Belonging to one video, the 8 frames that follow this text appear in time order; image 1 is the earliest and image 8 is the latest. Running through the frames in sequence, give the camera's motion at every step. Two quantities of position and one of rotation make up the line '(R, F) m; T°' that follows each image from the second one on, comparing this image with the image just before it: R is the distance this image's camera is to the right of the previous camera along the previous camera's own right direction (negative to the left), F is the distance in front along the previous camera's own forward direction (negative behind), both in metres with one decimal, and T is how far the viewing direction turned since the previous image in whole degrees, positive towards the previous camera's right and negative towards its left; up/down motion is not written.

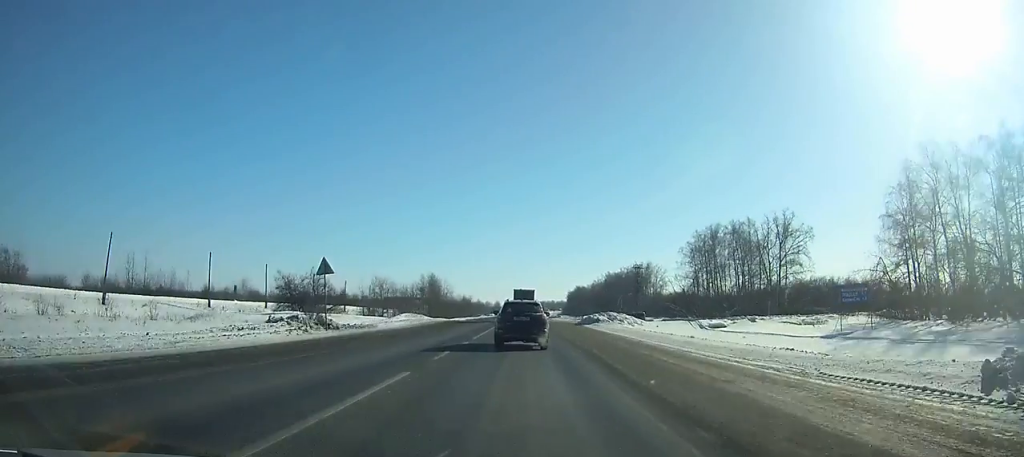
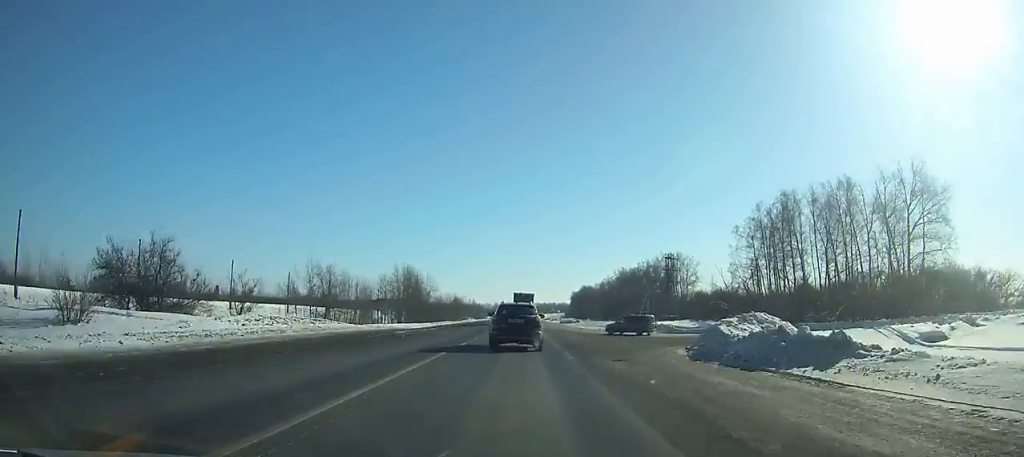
(0.0, +40.2) m; 0°
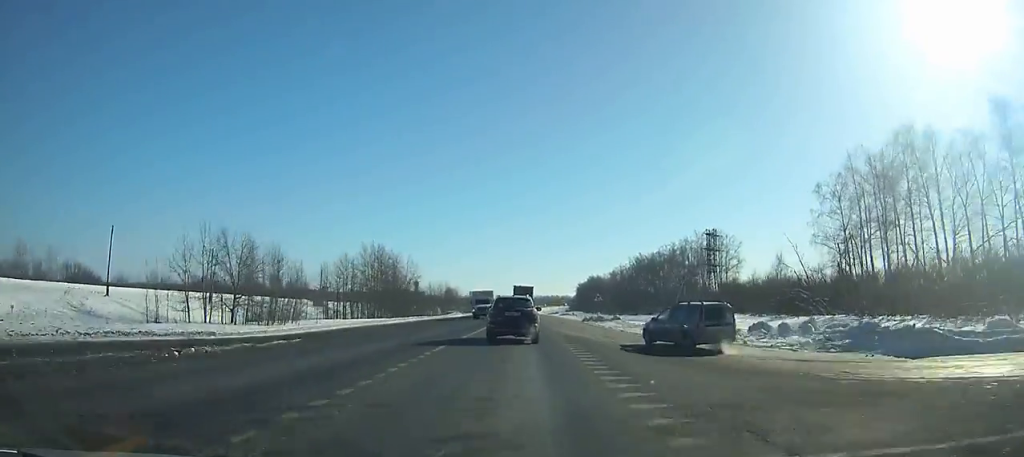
(0.0, +34.2) m; 0°
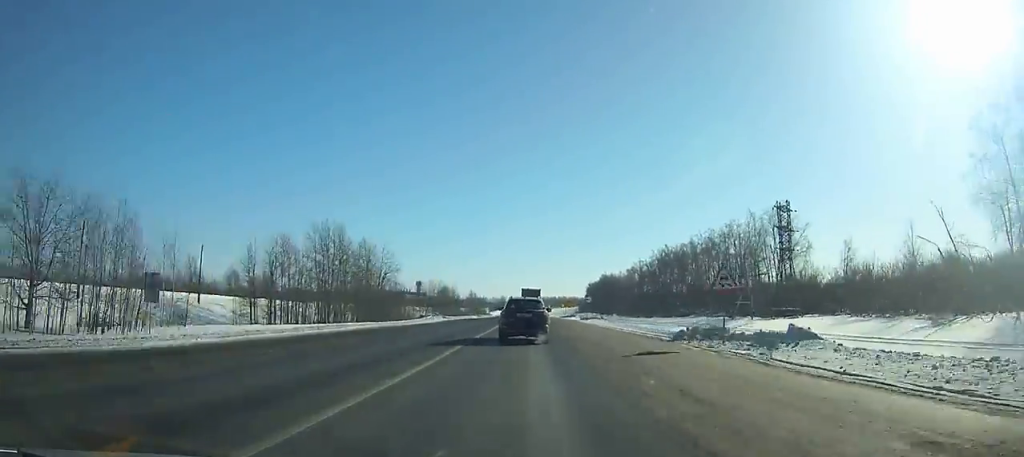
(-0.1, +32.2) m; 0°
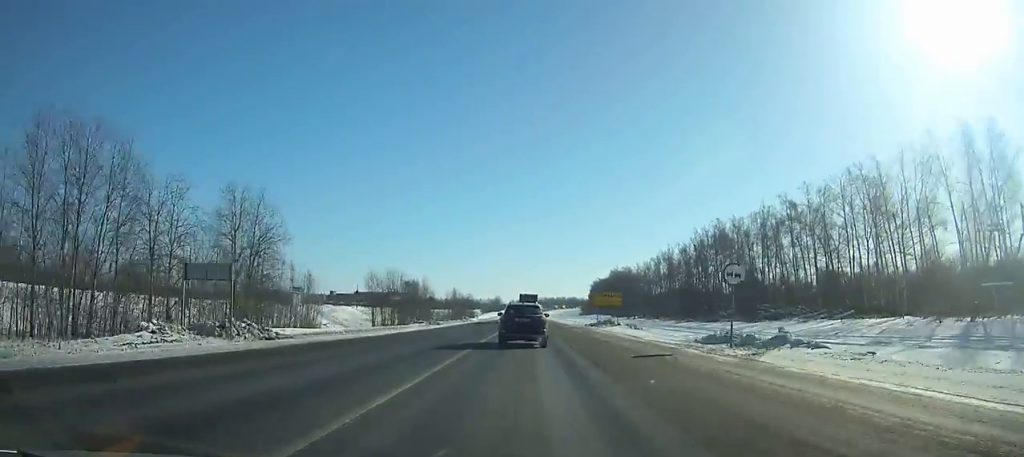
(-0.1, +56.4) m; 0°
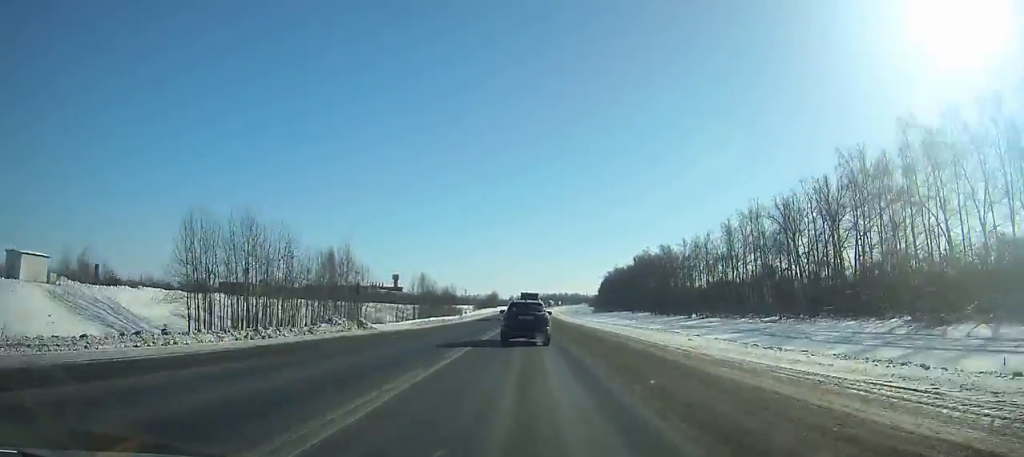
(+0.1, +71.0) m; 0°
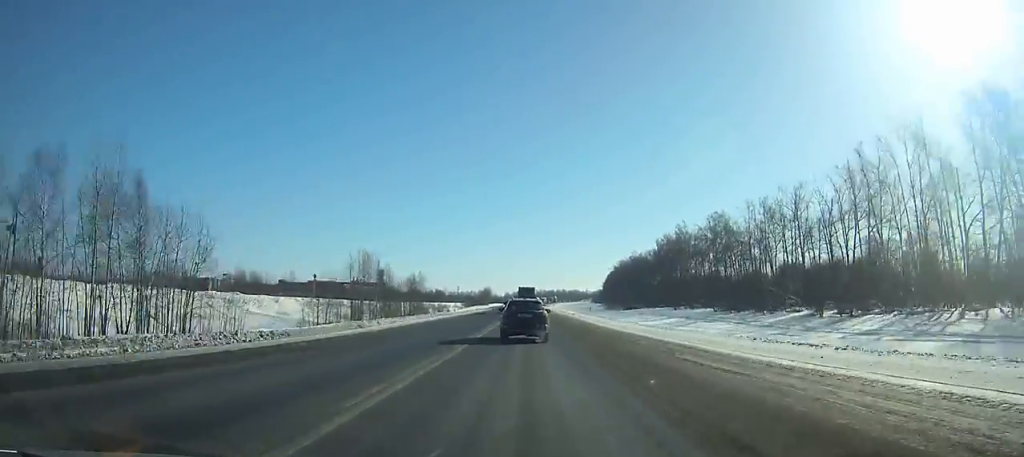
(+0.1, +55.3) m; 0°
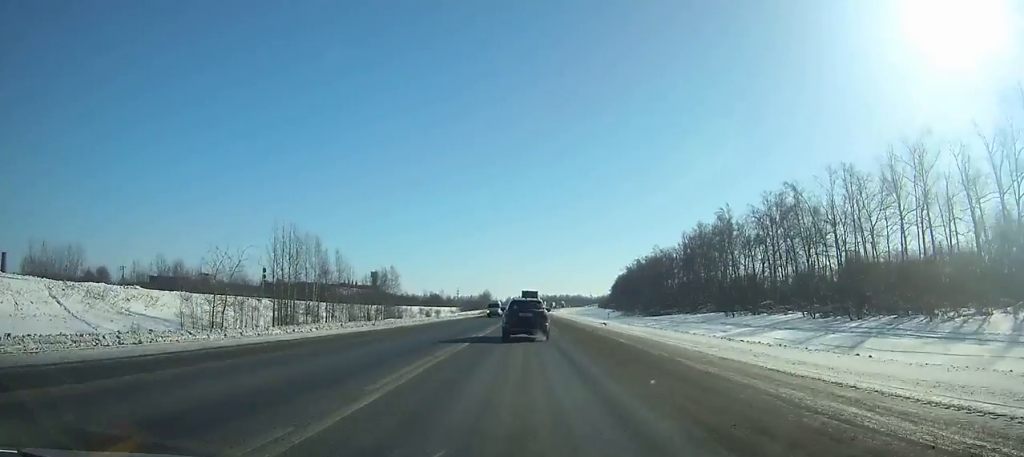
(+0.1, +35.0) m; 0°
